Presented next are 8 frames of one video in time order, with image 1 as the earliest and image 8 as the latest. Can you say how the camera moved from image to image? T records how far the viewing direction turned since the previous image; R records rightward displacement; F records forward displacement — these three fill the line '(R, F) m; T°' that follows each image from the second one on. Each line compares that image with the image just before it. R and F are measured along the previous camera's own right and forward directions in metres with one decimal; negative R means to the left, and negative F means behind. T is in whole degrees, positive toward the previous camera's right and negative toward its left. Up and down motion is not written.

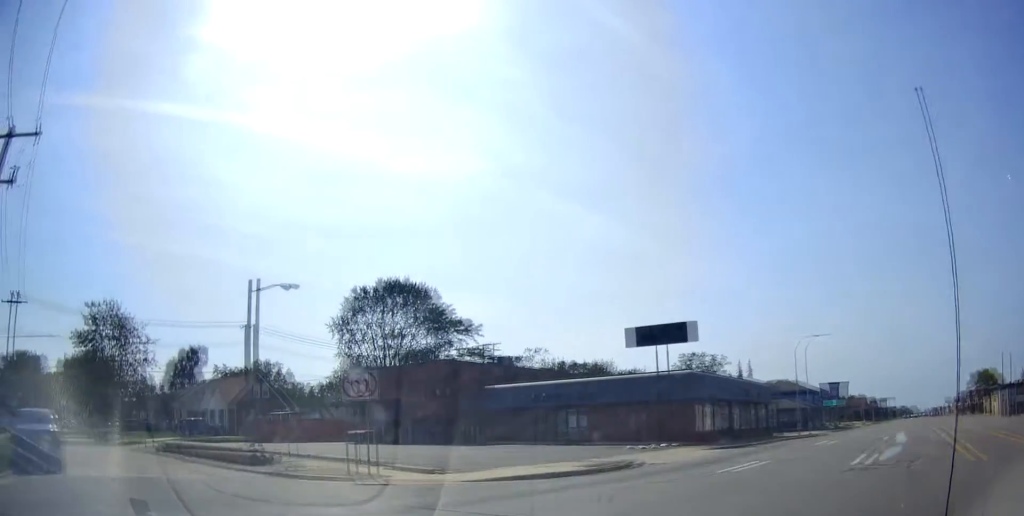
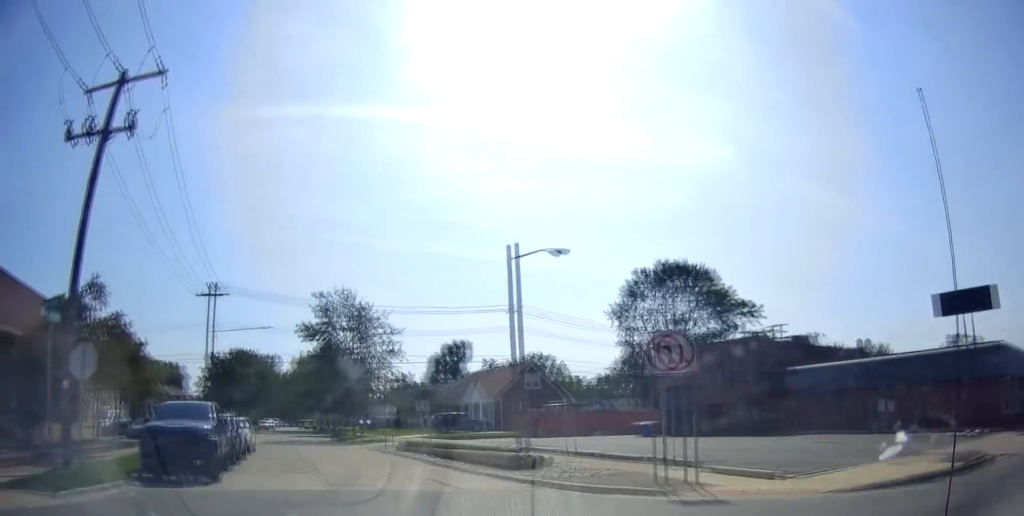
(-1.6, +5.5) m; -23°
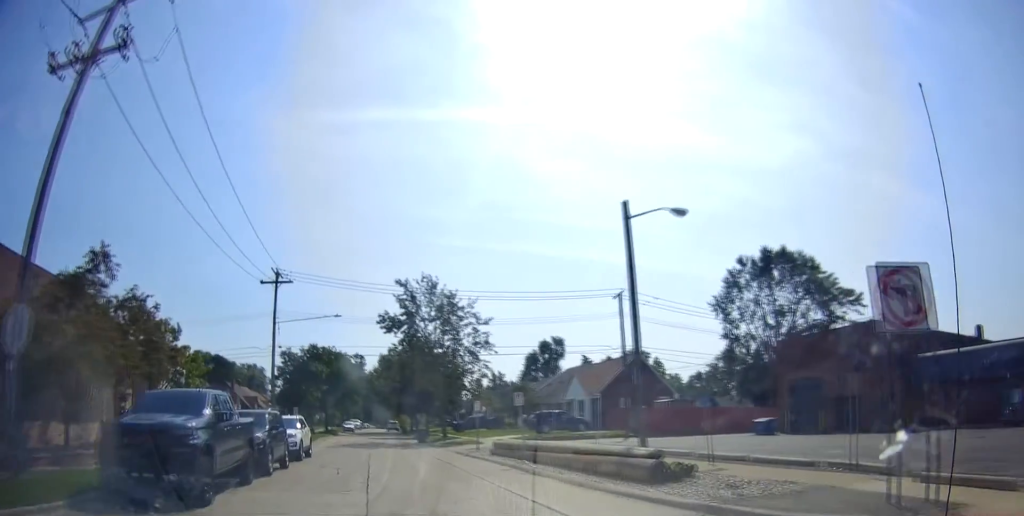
(-0.6, +4.9) m; -9°
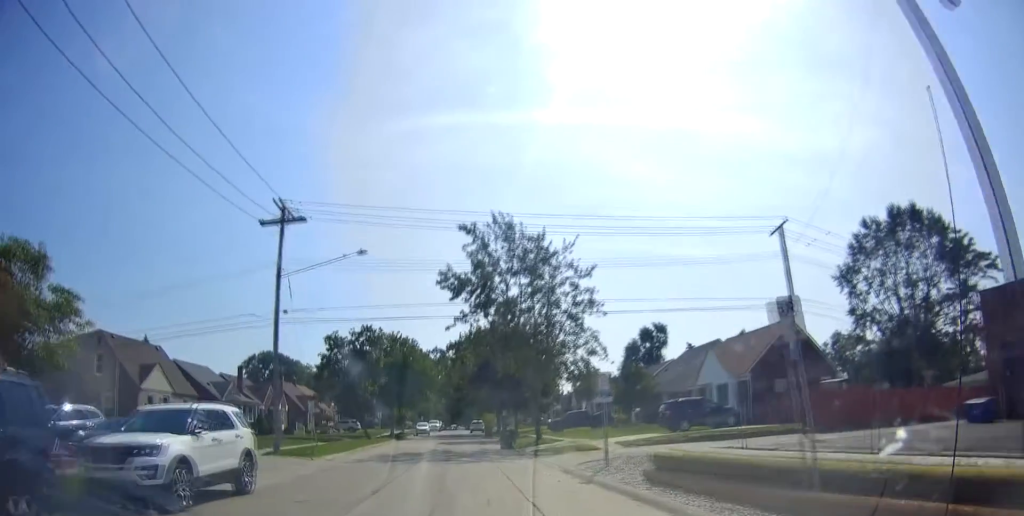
(-1.7, +13.0) m; -15°
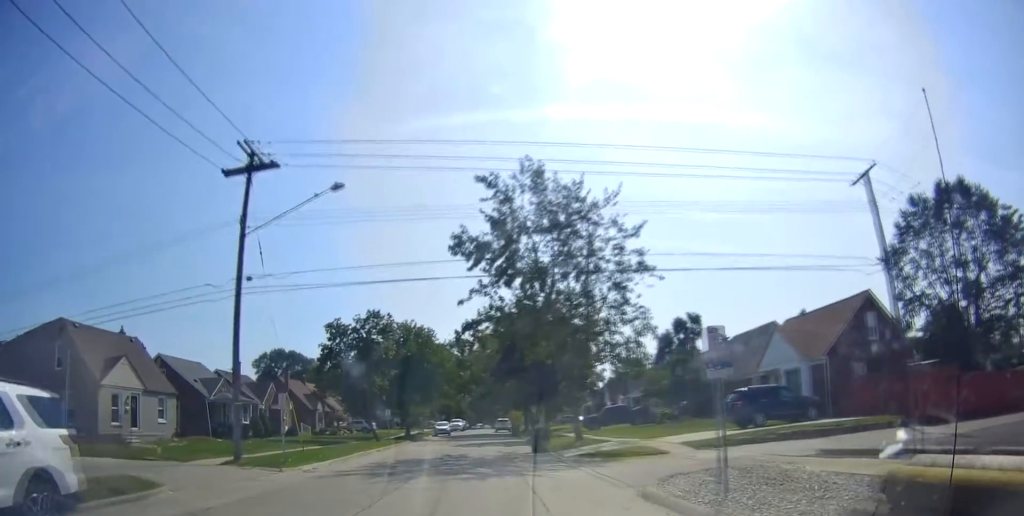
(-0.3, +6.6) m; -3°
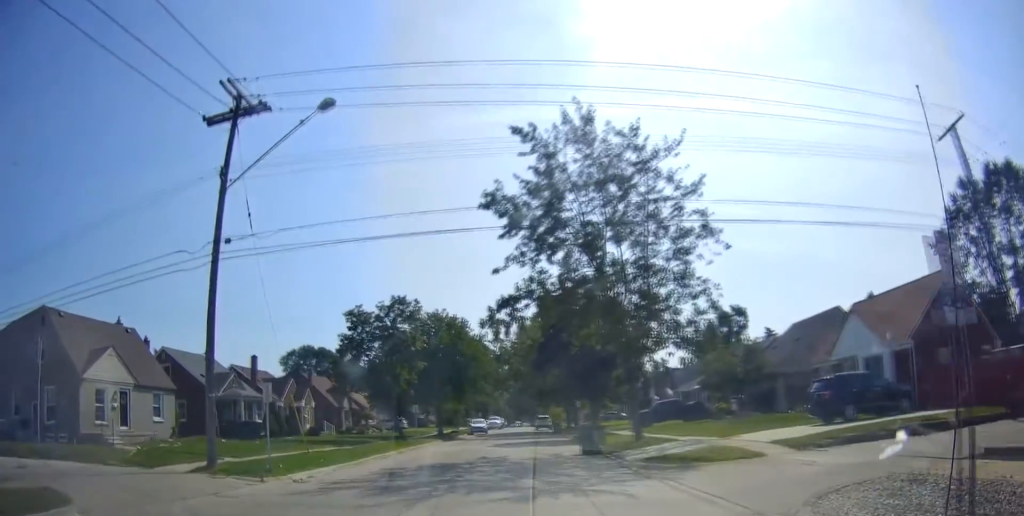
(0.0, +5.4) m; -4°
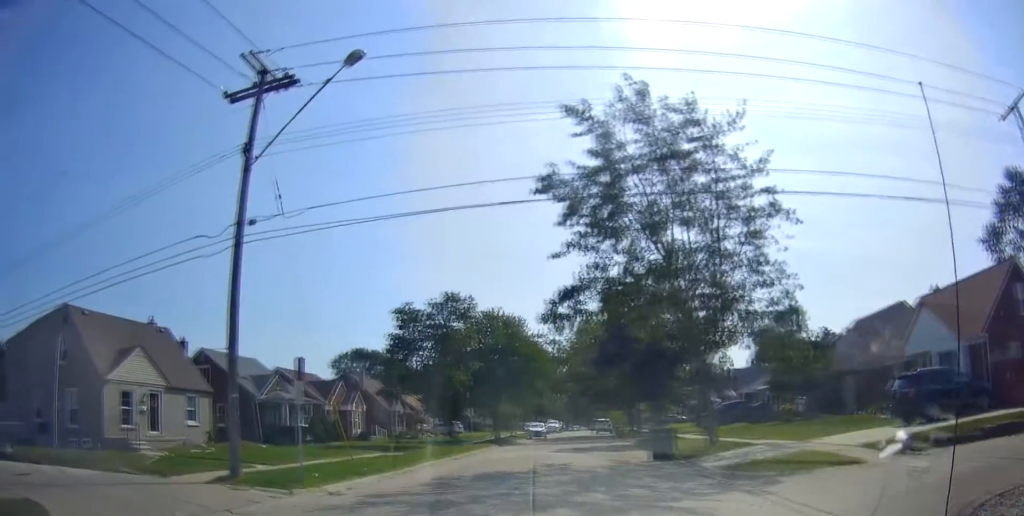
(+0.2, +3.0) m; -5°
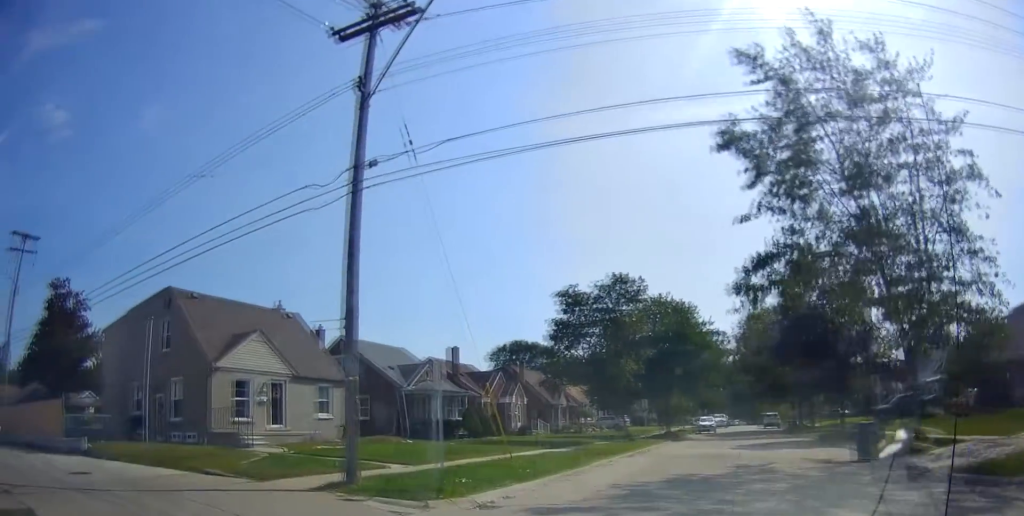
(-0.8, +4.5) m; -17°
